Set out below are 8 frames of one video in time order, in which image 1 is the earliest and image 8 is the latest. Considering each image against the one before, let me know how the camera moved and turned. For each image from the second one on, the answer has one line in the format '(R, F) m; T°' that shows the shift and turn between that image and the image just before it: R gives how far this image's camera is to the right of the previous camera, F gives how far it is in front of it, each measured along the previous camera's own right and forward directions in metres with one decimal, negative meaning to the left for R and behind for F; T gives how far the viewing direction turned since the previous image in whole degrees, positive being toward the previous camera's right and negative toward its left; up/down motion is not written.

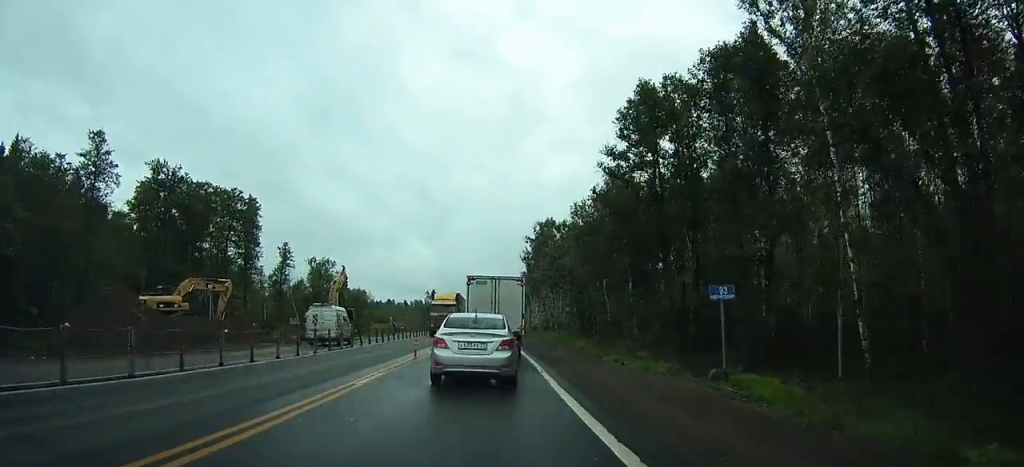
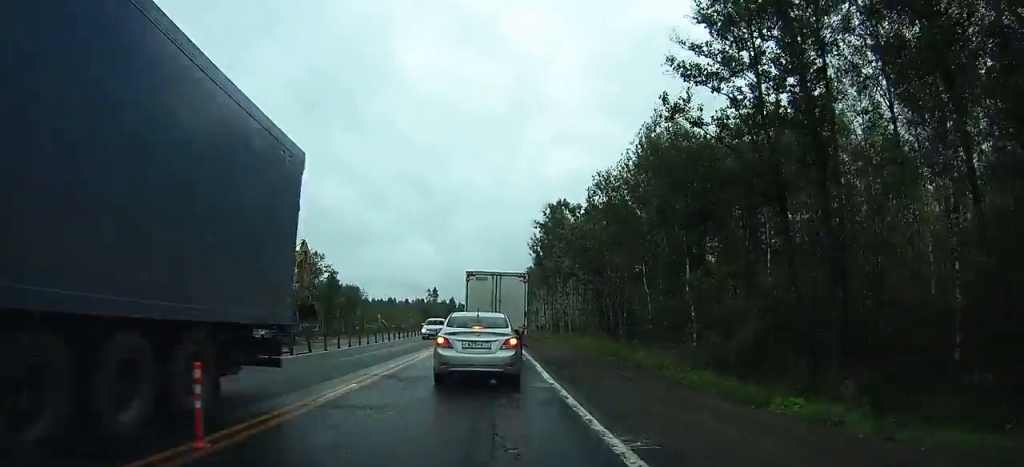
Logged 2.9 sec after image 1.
(0.0, +15.8) m; +2°
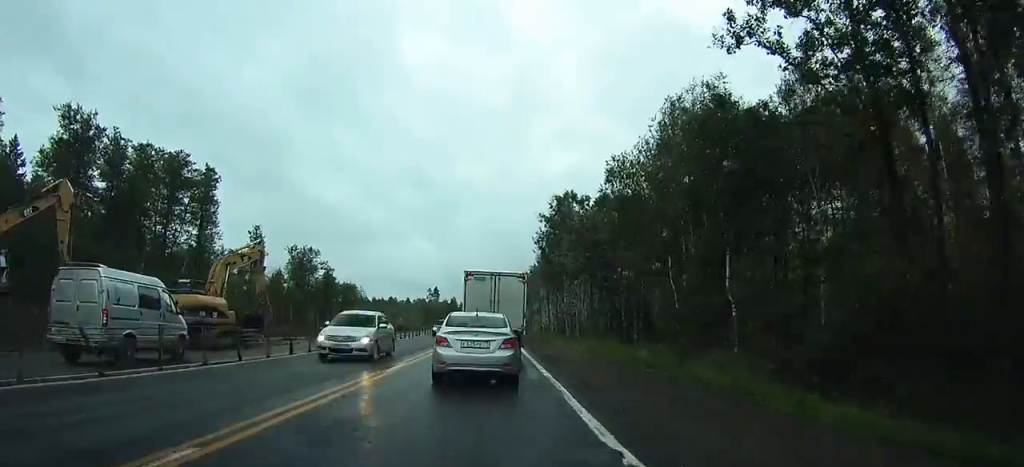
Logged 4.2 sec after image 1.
(+0.1, +7.3) m; +2°
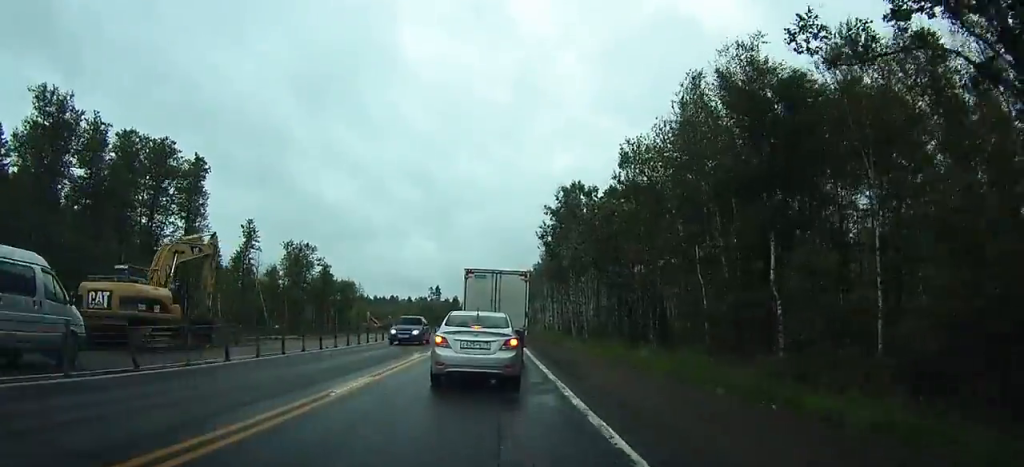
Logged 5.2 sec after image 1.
(+0.1, +5.5) m; +1°
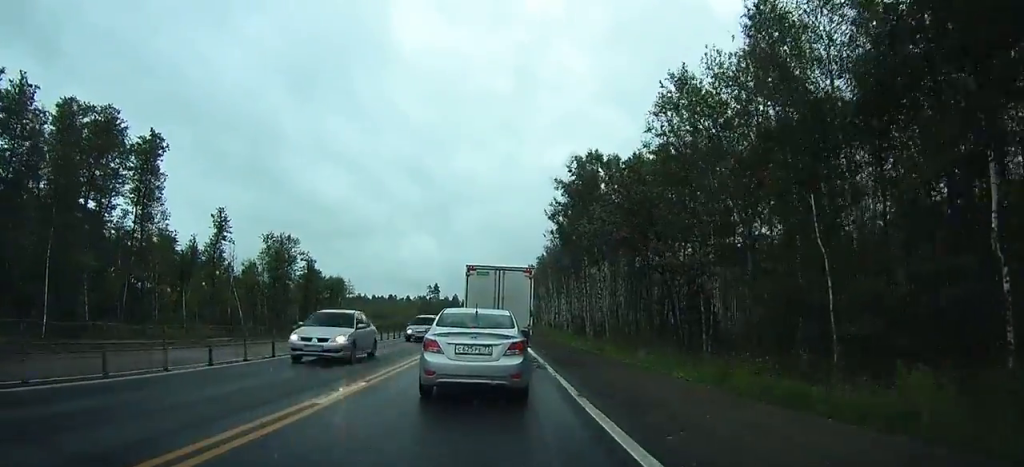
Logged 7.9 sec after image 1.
(+0.3, +15.1) m; -1°
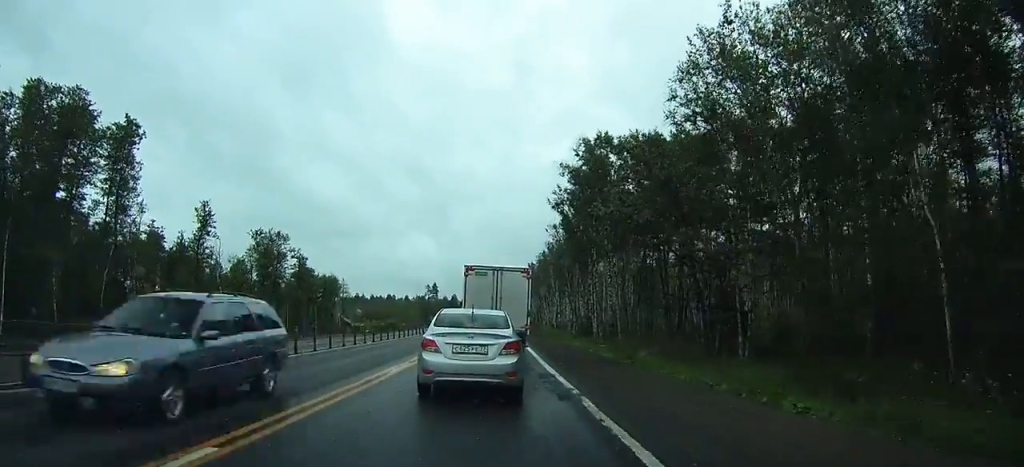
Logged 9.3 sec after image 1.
(-0.3, +7.5) m; -2°
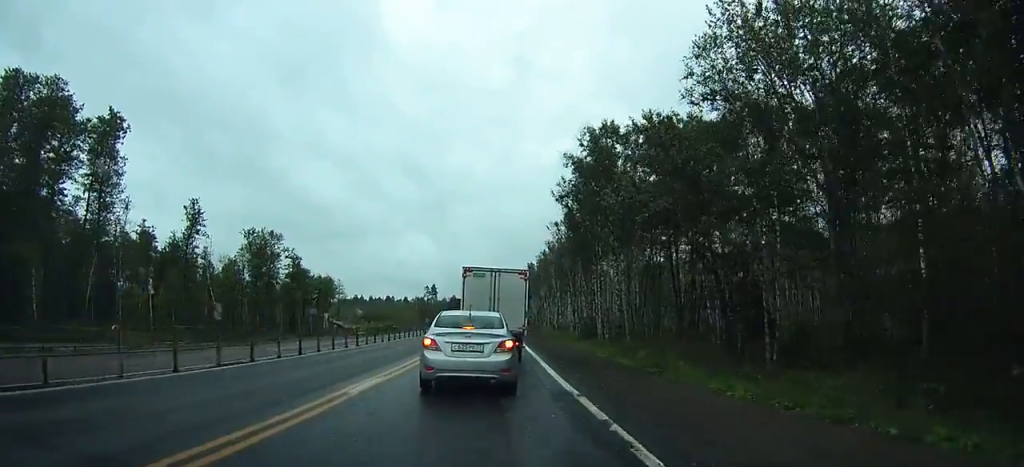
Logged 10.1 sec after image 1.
(0.0, +4.4) m; -1°
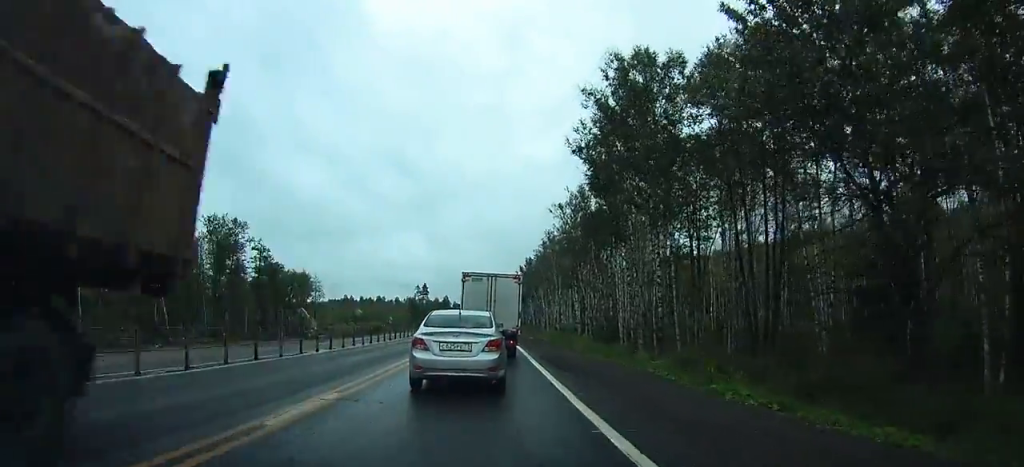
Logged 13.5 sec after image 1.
(-0.4, +17.6) m; -2°
